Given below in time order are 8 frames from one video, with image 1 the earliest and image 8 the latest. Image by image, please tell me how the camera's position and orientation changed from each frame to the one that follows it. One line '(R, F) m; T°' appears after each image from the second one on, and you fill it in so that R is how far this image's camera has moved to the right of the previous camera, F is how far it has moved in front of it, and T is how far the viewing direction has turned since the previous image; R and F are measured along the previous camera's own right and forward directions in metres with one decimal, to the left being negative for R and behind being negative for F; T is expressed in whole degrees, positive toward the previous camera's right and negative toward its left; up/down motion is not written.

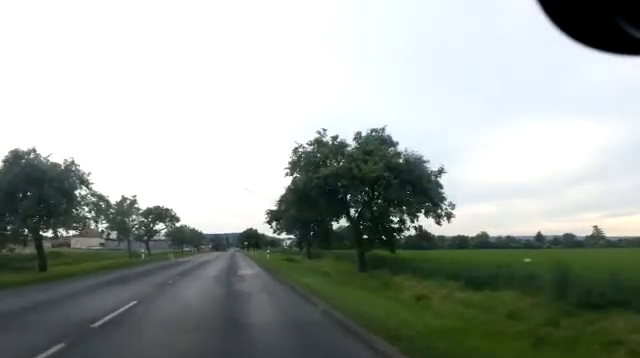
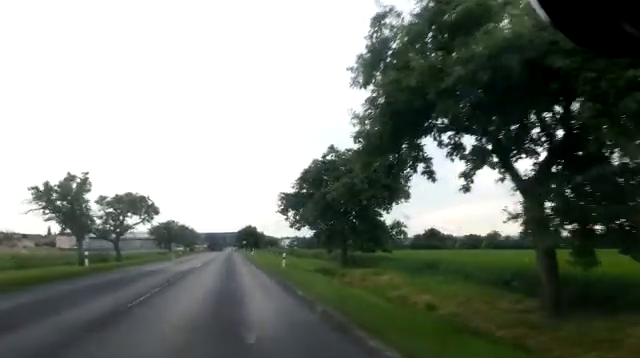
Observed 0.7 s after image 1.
(+0.1, +13.9) m; +1°
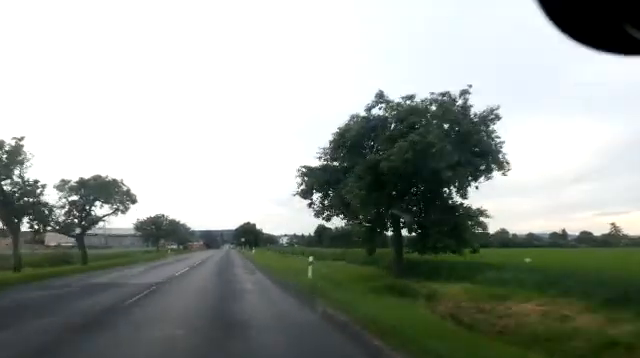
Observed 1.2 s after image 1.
(-0.1, +9.3) m; 0°
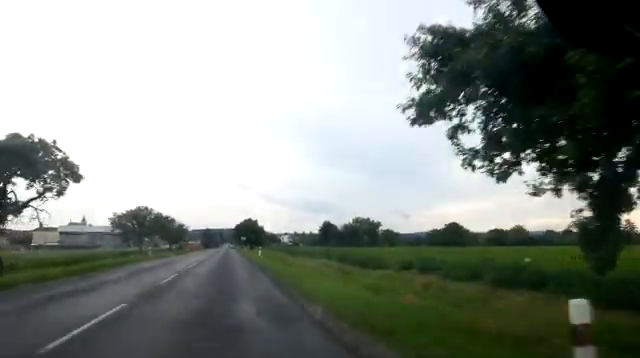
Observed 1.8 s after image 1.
(+0.1, +12.6) m; 0°
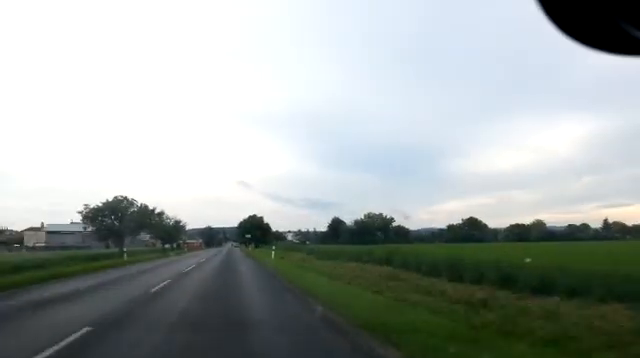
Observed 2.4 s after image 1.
(+0.2, +11.3) m; 0°
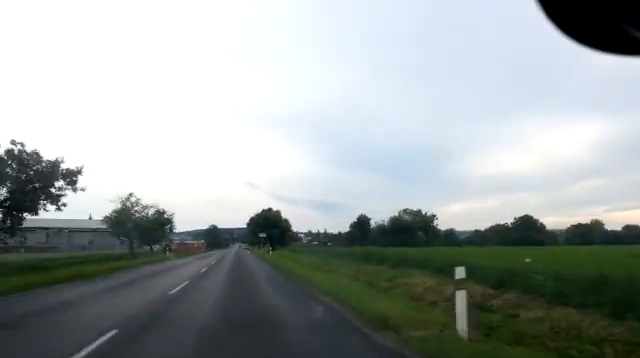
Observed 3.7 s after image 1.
(-0.2, +26.5) m; 0°
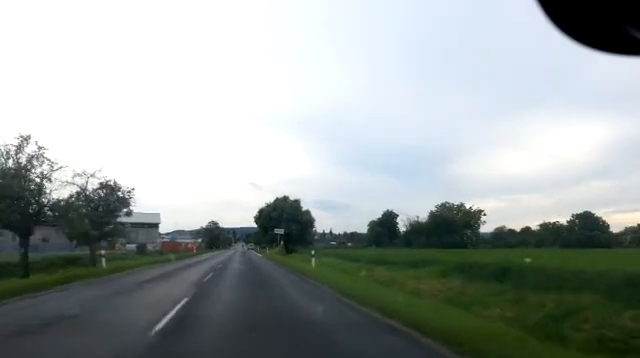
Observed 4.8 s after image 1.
(-0.1, +22.6) m; -1°
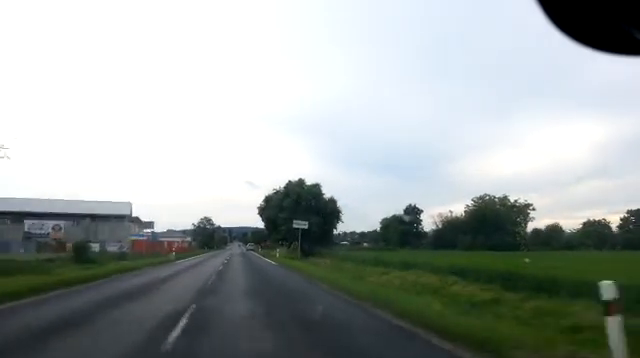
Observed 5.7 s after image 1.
(-0.1, +18.1) m; 0°
